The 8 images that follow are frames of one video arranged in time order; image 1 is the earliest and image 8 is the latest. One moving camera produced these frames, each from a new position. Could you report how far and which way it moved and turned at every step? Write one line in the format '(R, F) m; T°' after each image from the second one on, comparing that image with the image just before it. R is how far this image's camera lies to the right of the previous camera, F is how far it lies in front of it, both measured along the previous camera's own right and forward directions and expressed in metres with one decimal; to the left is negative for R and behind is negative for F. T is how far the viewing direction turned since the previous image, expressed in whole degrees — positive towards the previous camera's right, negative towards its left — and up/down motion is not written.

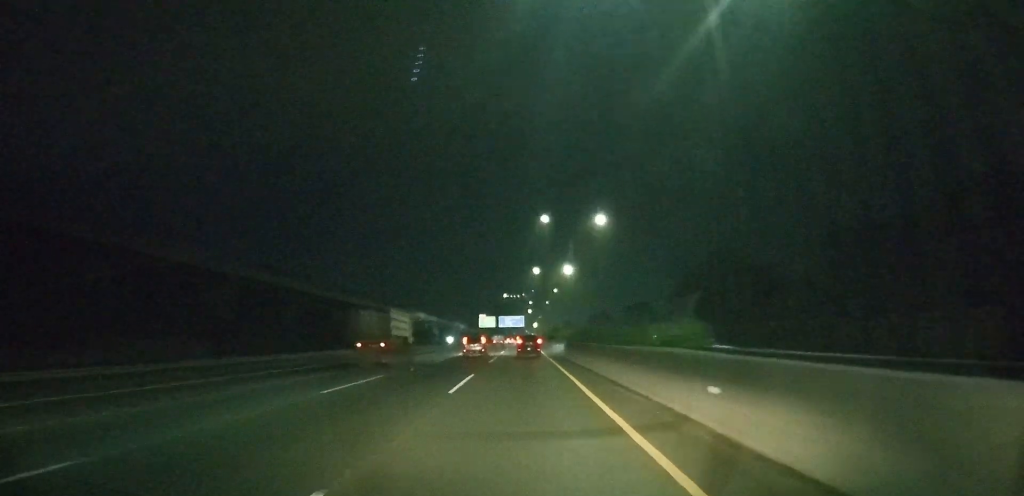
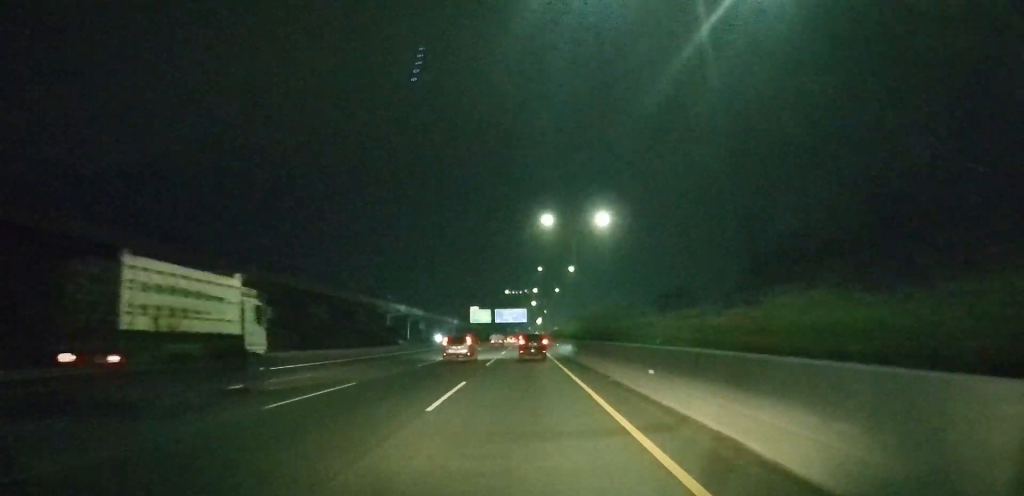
(-0.2, +42.7) m; 0°
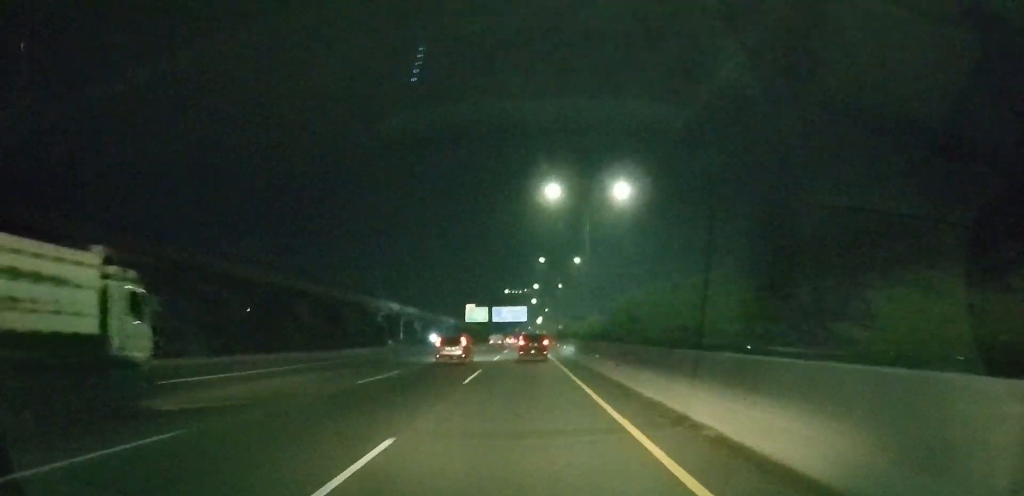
(0.0, +12.7) m; 0°
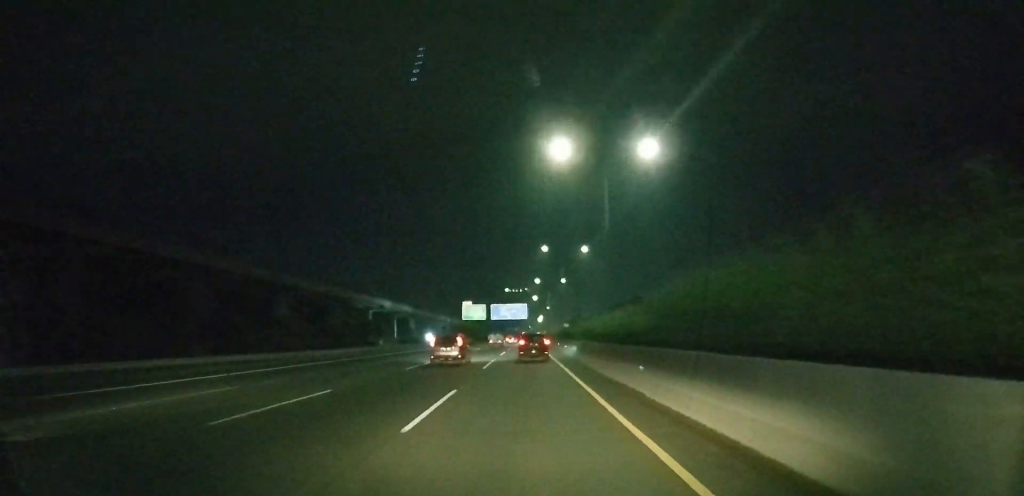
(0.0, +11.0) m; 0°
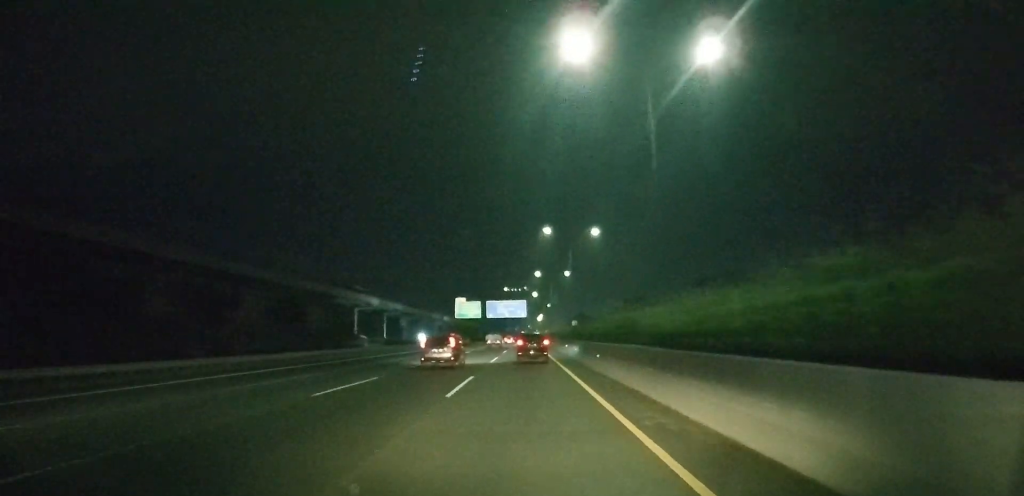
(0.0, +13.5) m; 0°
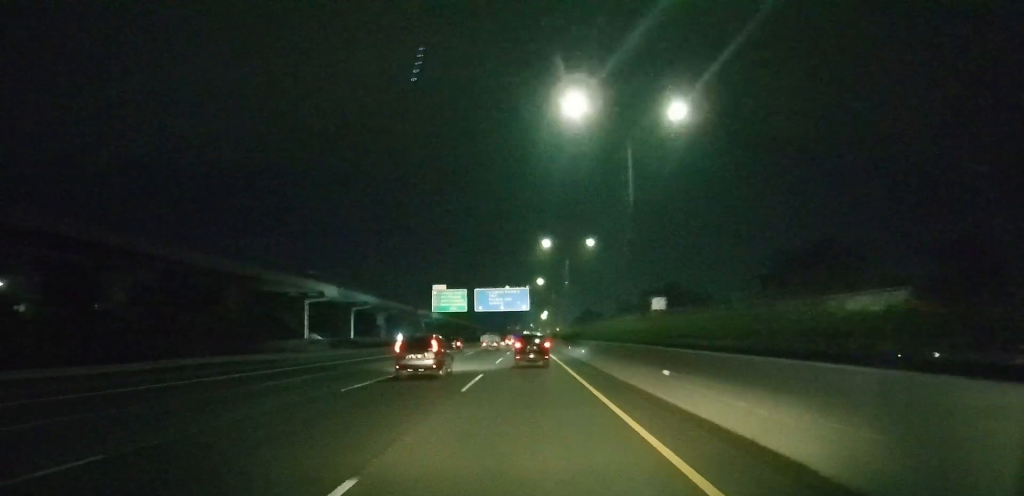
(-0.2, +39.2) m; 0°
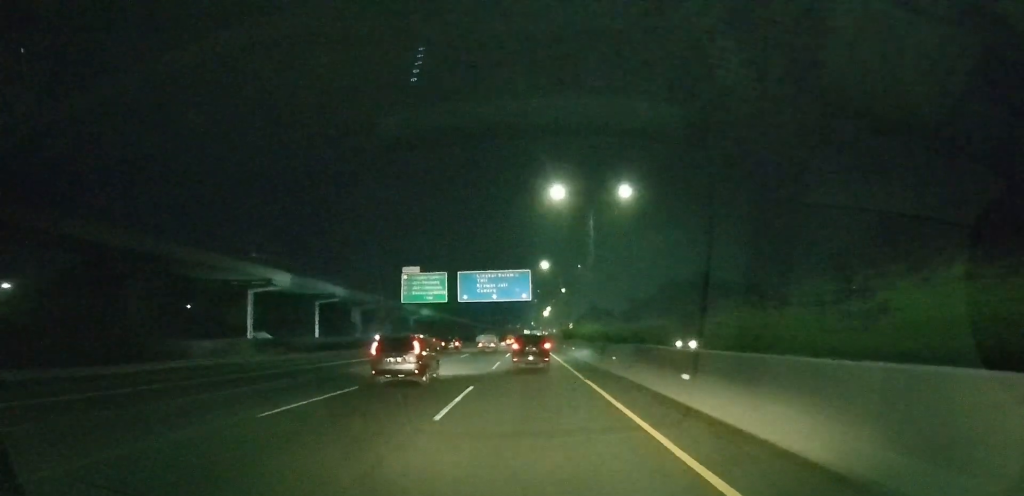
(0.0, +28.5) m; 0°
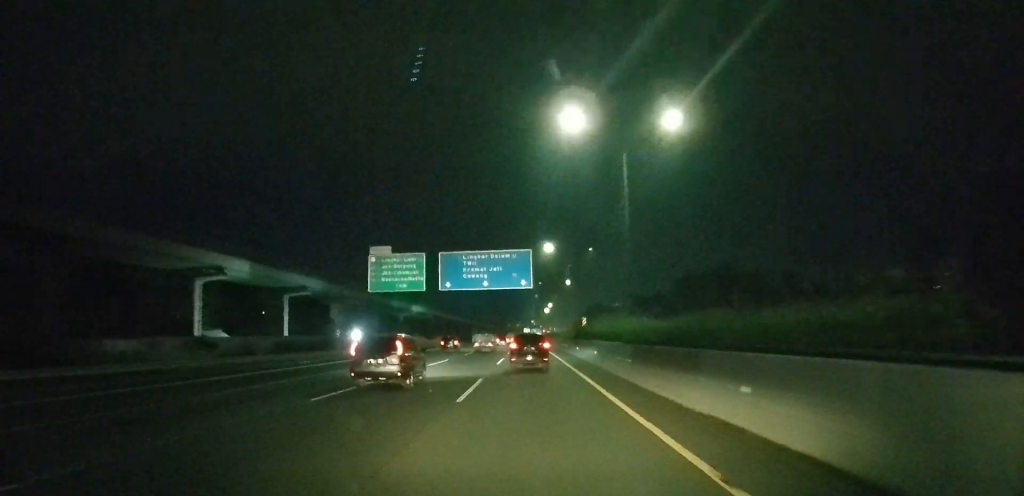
(0.0, +18.6) m; 0°
